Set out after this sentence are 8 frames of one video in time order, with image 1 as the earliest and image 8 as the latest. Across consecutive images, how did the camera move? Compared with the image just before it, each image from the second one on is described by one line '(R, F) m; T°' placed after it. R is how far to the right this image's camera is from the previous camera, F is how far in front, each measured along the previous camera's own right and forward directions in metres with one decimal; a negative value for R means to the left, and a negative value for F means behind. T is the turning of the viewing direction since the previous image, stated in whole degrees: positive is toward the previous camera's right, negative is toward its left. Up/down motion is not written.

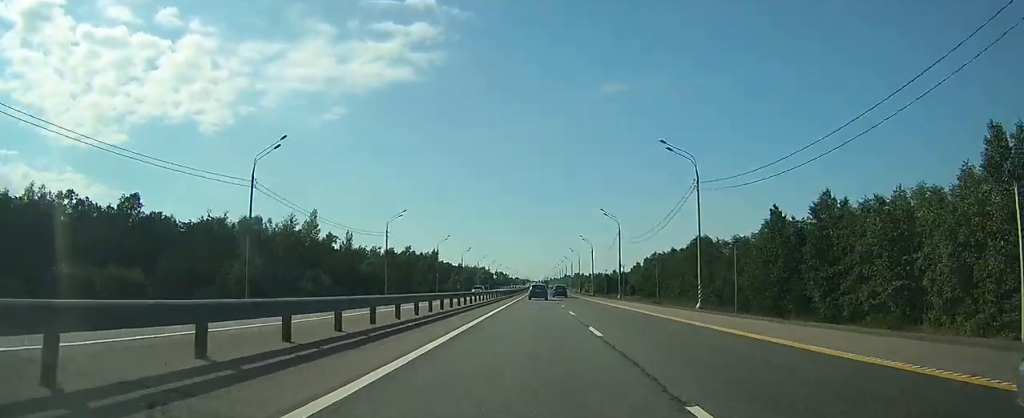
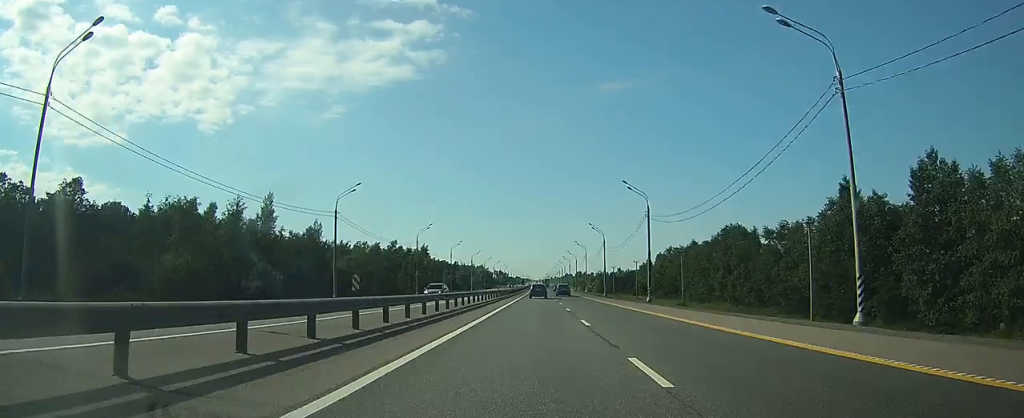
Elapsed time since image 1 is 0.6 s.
(0.0, +19.7) m; 0°
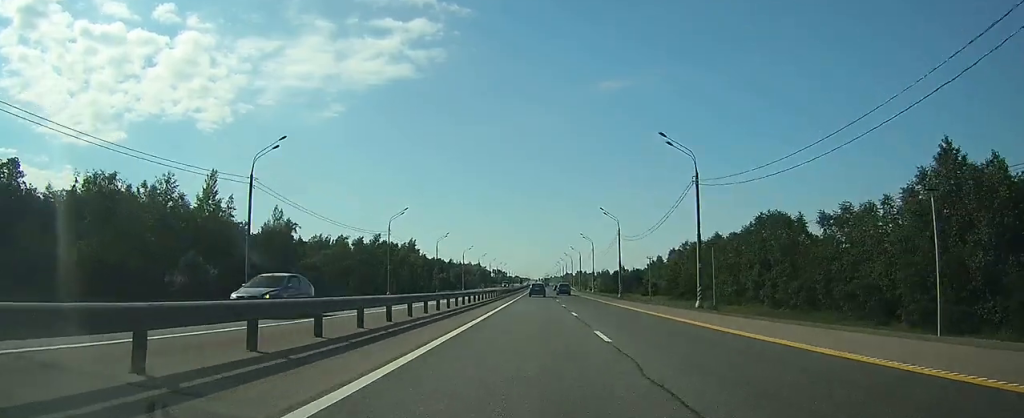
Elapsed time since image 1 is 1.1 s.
(0.0, +17.6) m; 0°
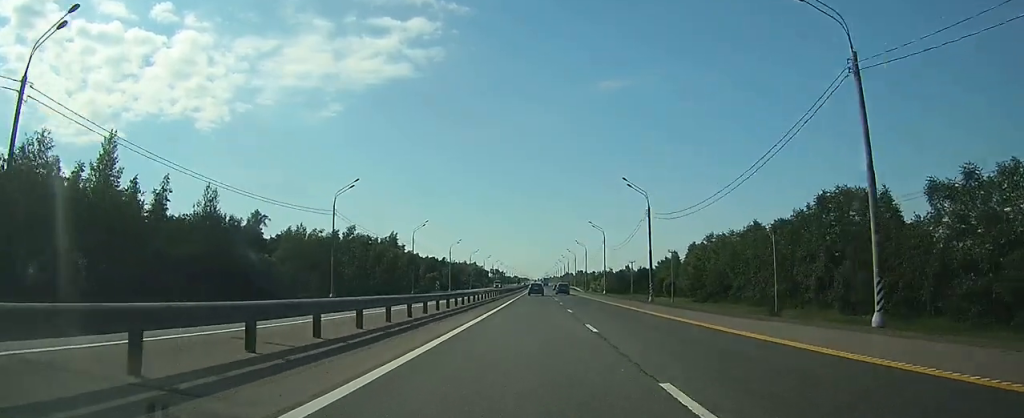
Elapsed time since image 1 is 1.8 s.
(0.0, +20.9) m; 0°
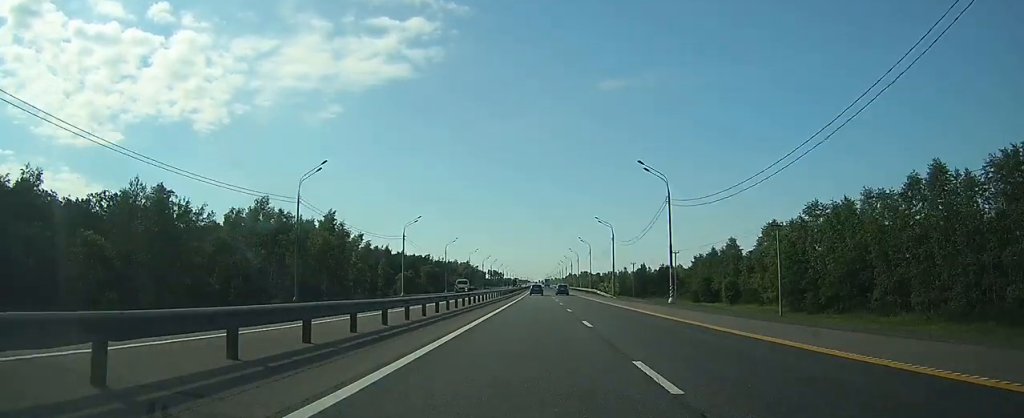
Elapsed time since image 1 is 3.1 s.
(+0.1, +45.4) m; 0°
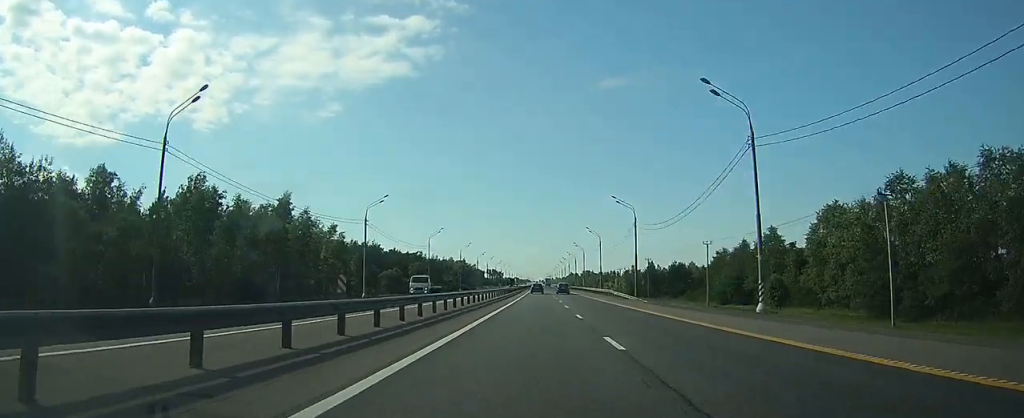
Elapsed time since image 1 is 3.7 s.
(0.0, +19.0) m; 0°
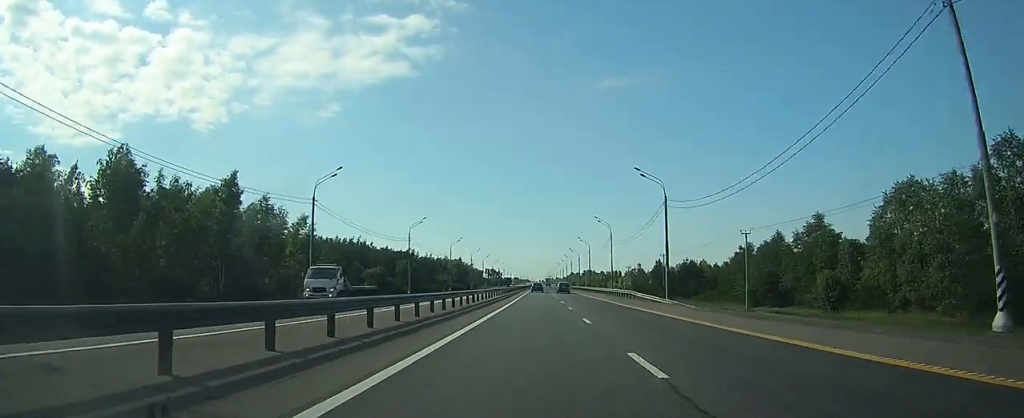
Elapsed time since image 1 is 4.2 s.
(+0.1, +15.7) m; 0°
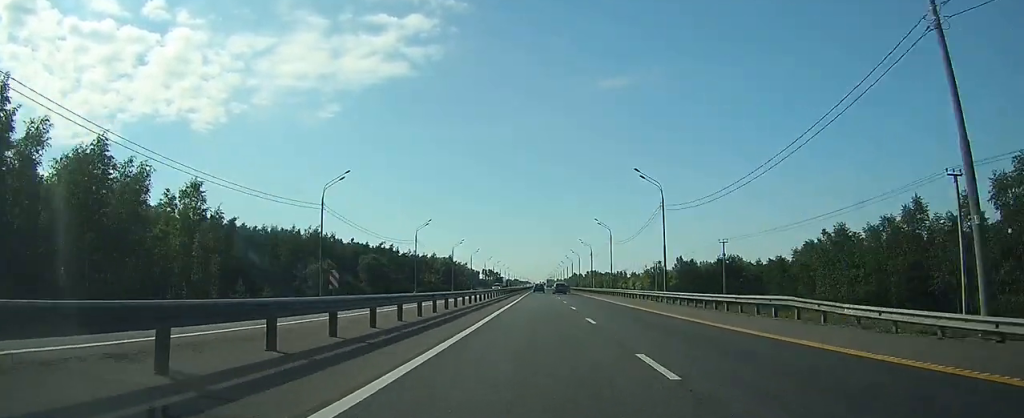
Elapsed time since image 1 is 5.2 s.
(+0.1, +36.1) m; 0°
